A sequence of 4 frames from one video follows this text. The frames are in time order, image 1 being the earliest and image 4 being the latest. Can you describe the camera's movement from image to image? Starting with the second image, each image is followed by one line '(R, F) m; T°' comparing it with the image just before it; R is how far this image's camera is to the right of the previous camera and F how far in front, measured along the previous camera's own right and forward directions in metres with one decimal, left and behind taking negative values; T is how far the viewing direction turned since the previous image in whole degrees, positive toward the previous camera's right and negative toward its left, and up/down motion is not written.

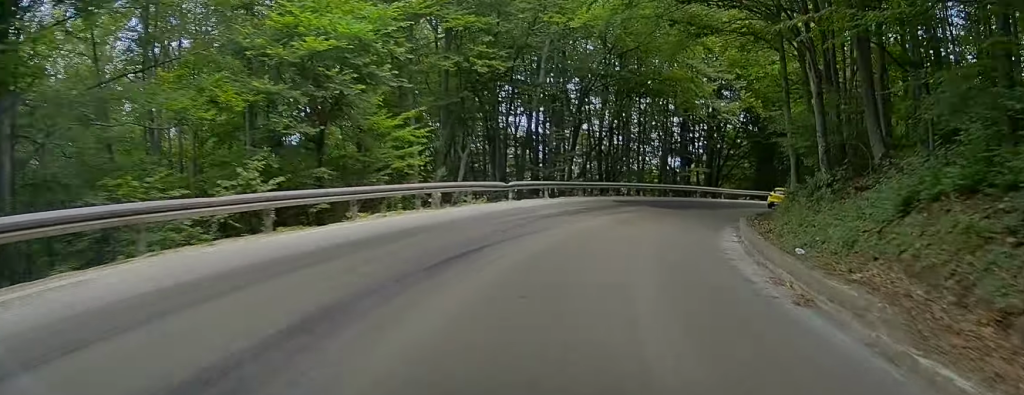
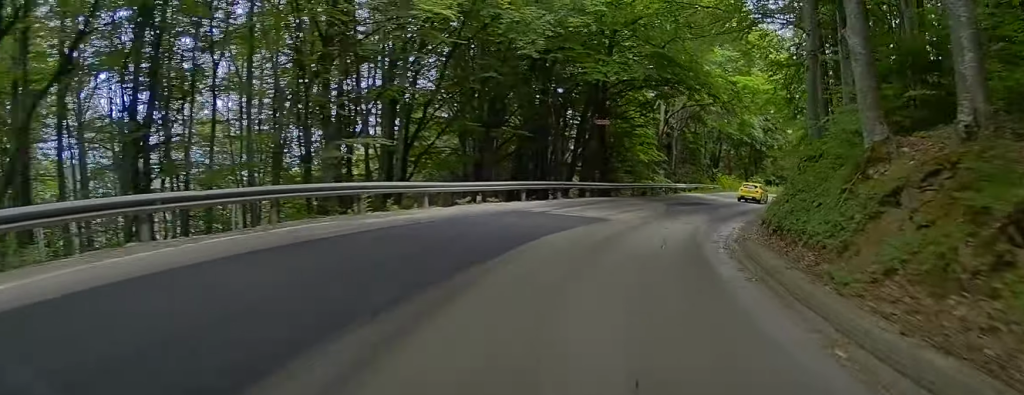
(+4.1, +32.1) m; +17°
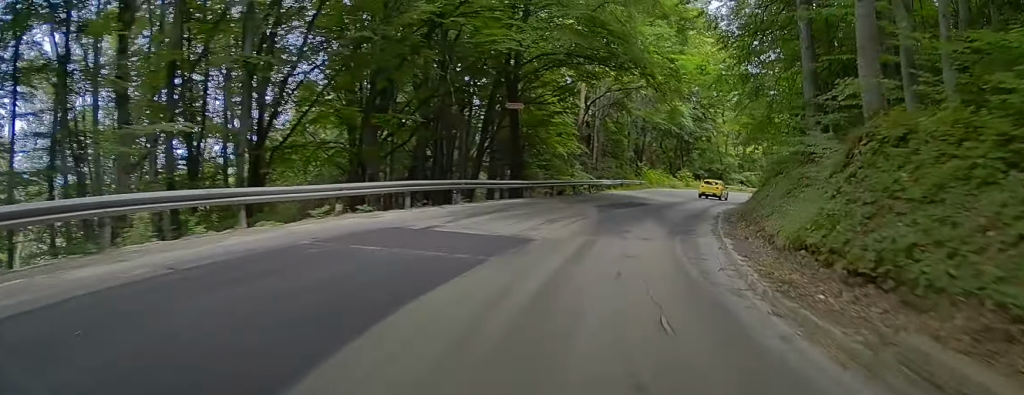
(+1.1, +9.3) m; +3°
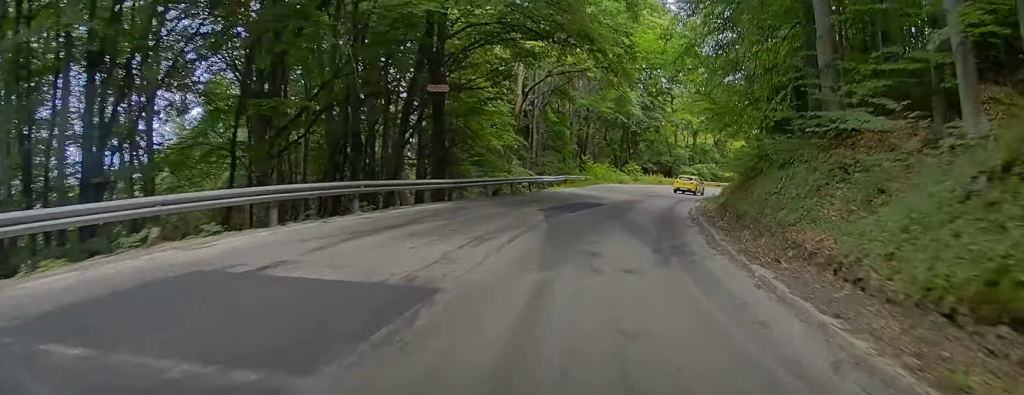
(+0.4, +7.4) m; +3°
